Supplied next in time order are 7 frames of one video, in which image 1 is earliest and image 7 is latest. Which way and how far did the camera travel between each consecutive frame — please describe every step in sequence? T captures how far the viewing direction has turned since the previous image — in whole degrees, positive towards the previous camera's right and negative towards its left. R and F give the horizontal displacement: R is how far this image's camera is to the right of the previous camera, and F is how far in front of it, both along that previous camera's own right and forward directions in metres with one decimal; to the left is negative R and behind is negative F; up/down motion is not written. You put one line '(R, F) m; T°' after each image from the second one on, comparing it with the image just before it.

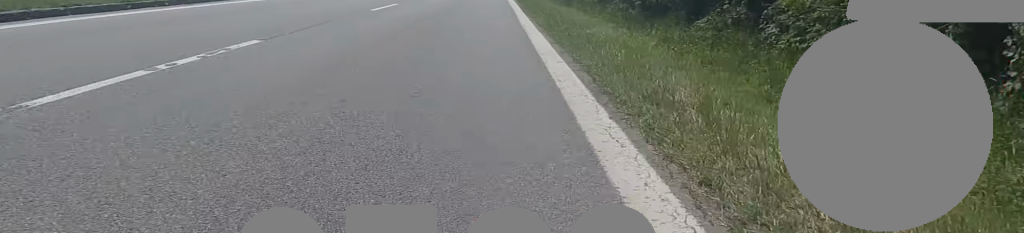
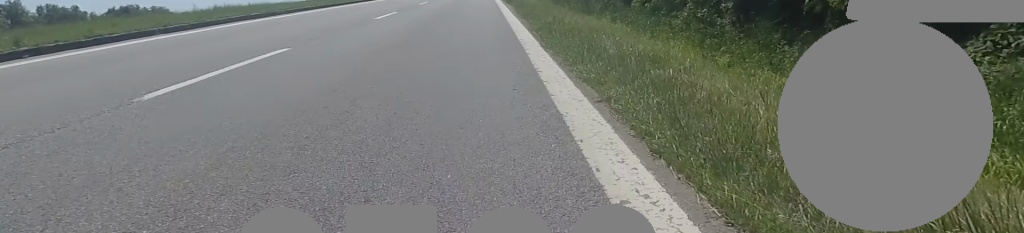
(+0.2, +8.0) m; -5°
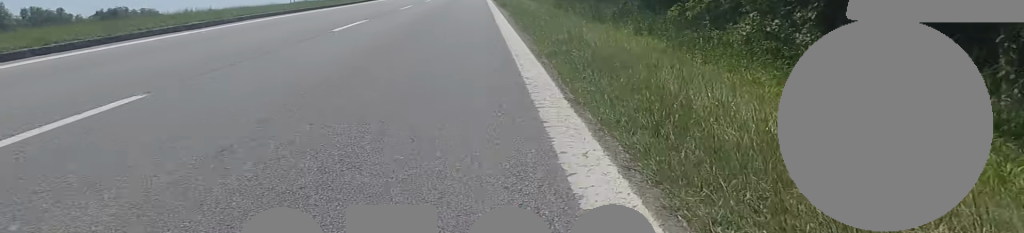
(-0.3, +3.1) m; -1°
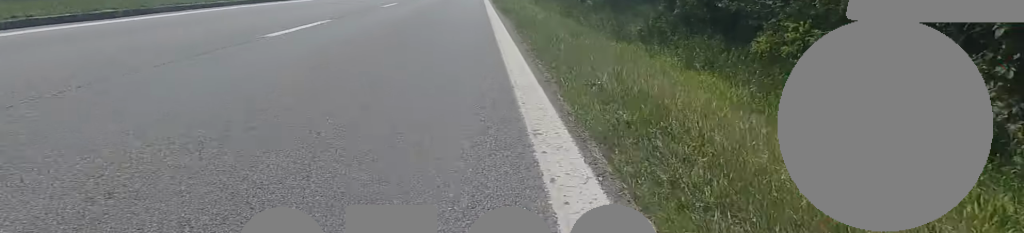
(-0.4, +3.1) m; 0°
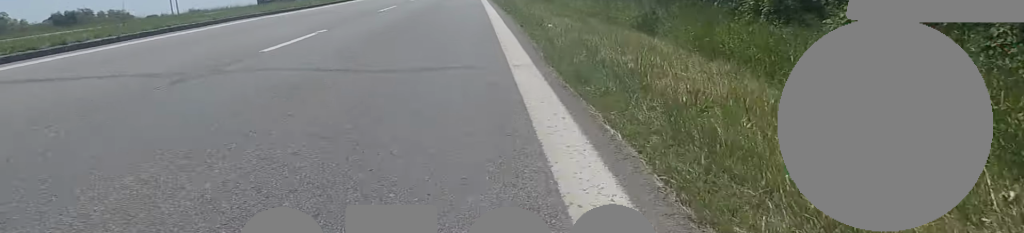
(+1.2, +19.2) m; +1°
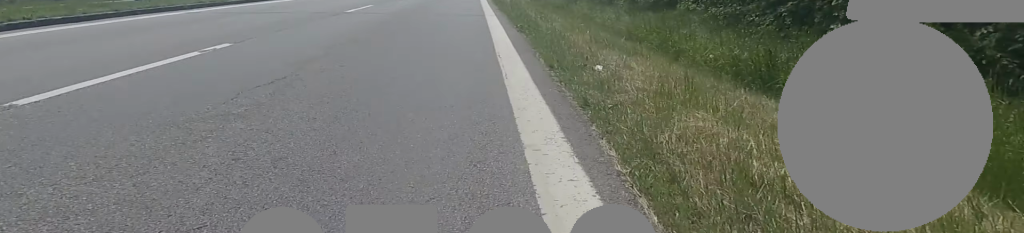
(-0.2, +4.3) m; 0°
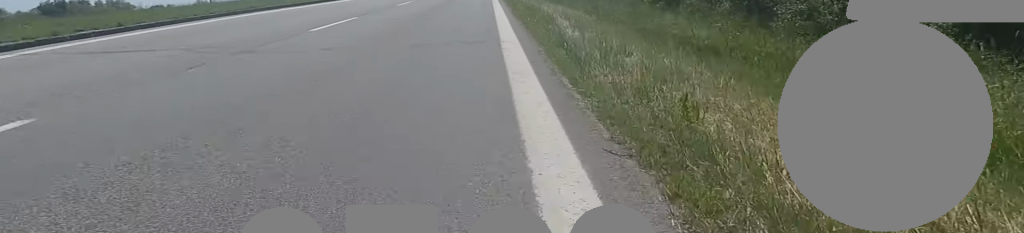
(-0.5, +12.5) m; -2°
